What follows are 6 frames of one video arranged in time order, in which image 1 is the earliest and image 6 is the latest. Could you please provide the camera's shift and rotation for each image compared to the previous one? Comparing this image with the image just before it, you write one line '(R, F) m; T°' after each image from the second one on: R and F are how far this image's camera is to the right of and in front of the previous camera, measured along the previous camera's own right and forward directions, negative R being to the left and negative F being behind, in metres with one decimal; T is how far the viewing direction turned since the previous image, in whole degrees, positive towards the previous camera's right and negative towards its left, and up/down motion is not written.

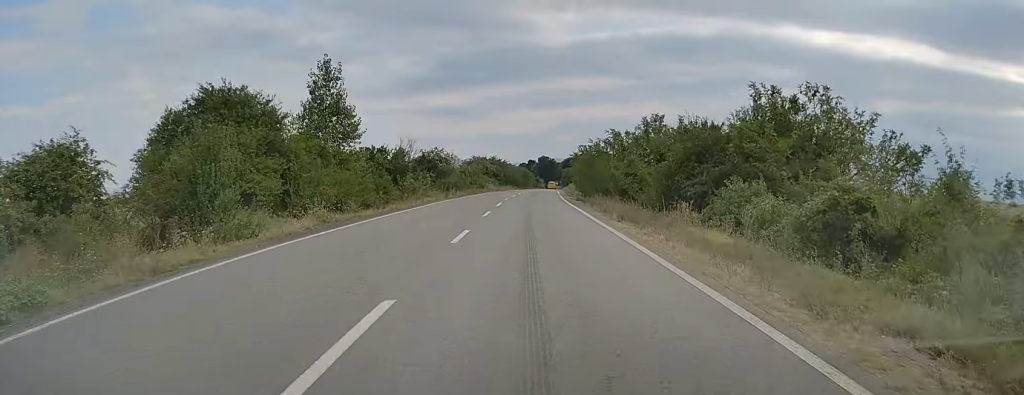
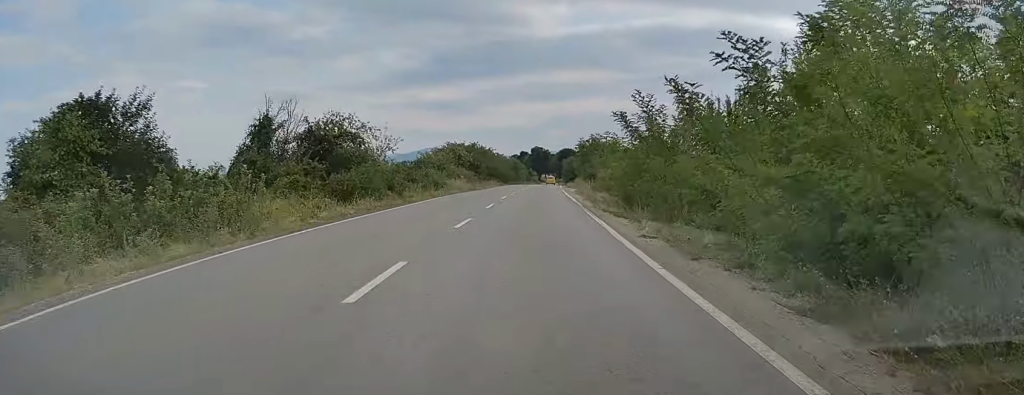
(0.0, +33.5) m; +1°
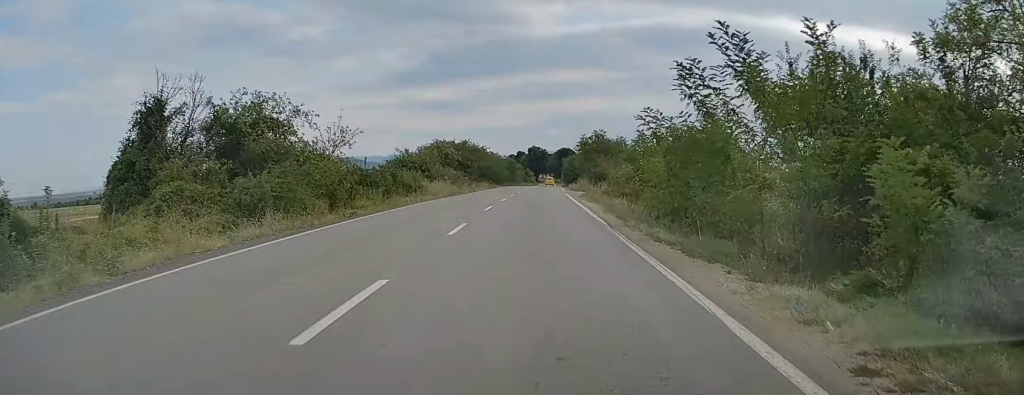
(0.0, +10.6) m; 0°
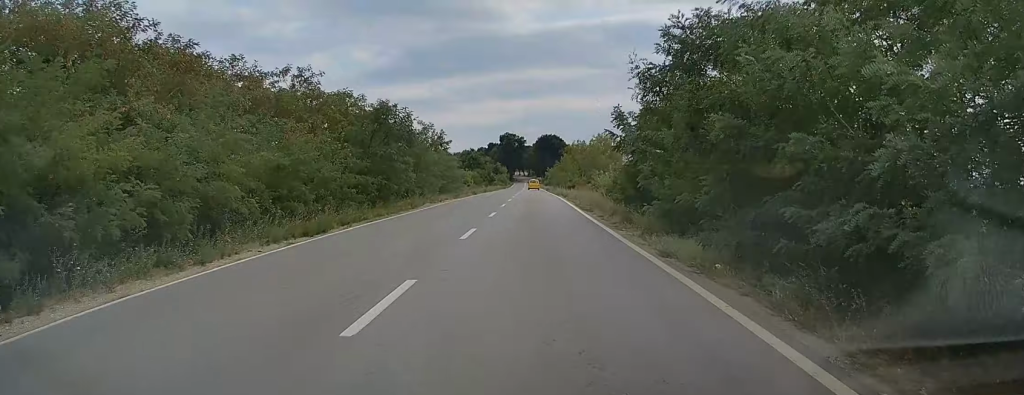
(+1.4, +90.9) m; +1°
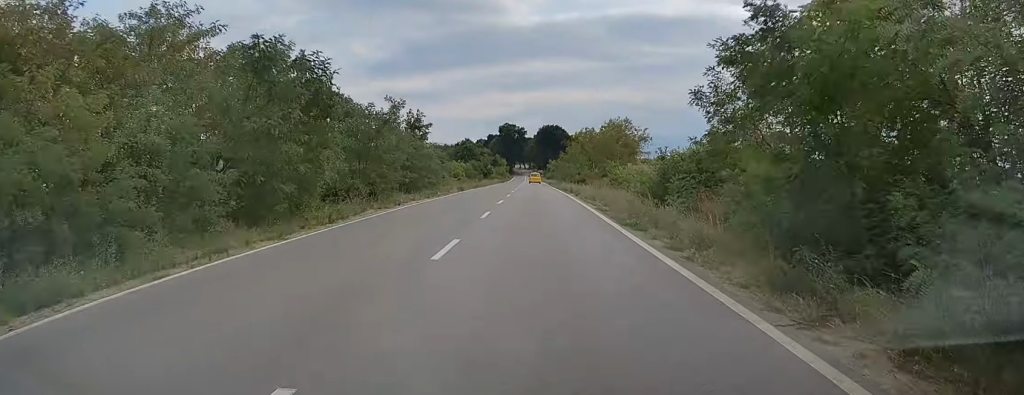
(0.0, +13.6) m; 0°
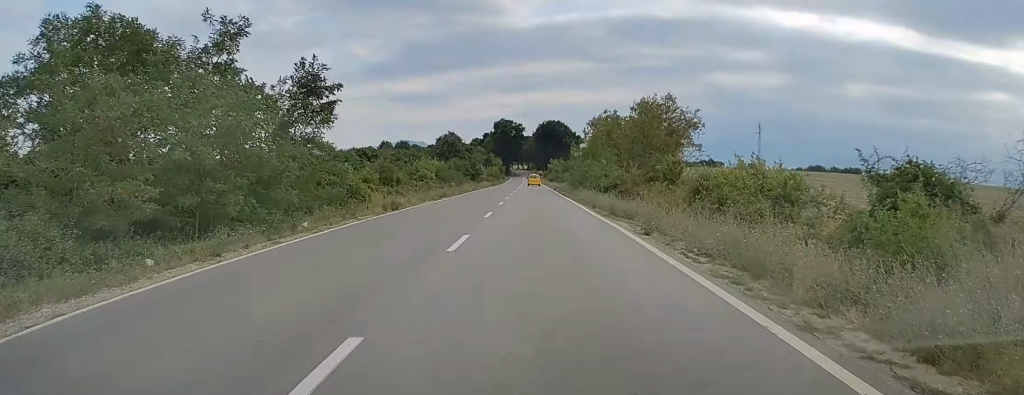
(-0.1, +25.8) m; 0°
